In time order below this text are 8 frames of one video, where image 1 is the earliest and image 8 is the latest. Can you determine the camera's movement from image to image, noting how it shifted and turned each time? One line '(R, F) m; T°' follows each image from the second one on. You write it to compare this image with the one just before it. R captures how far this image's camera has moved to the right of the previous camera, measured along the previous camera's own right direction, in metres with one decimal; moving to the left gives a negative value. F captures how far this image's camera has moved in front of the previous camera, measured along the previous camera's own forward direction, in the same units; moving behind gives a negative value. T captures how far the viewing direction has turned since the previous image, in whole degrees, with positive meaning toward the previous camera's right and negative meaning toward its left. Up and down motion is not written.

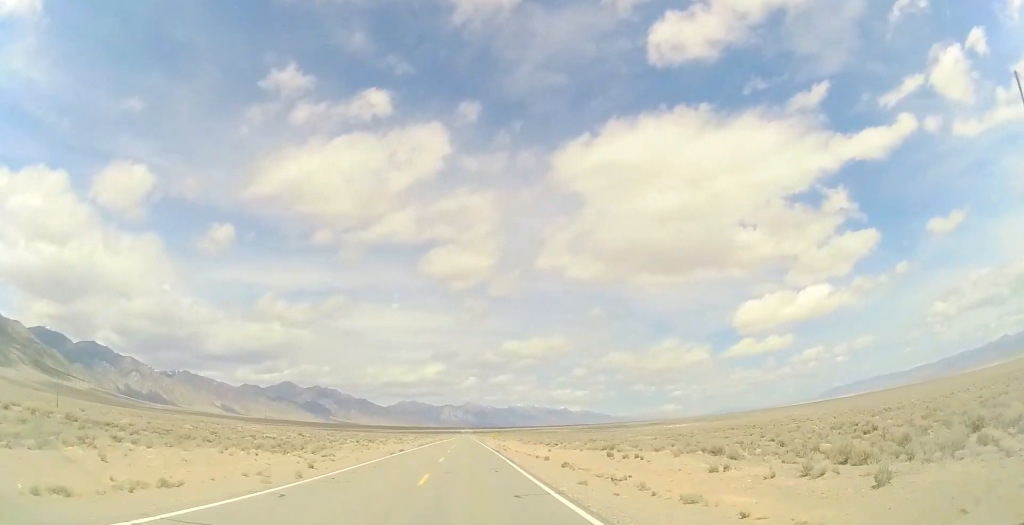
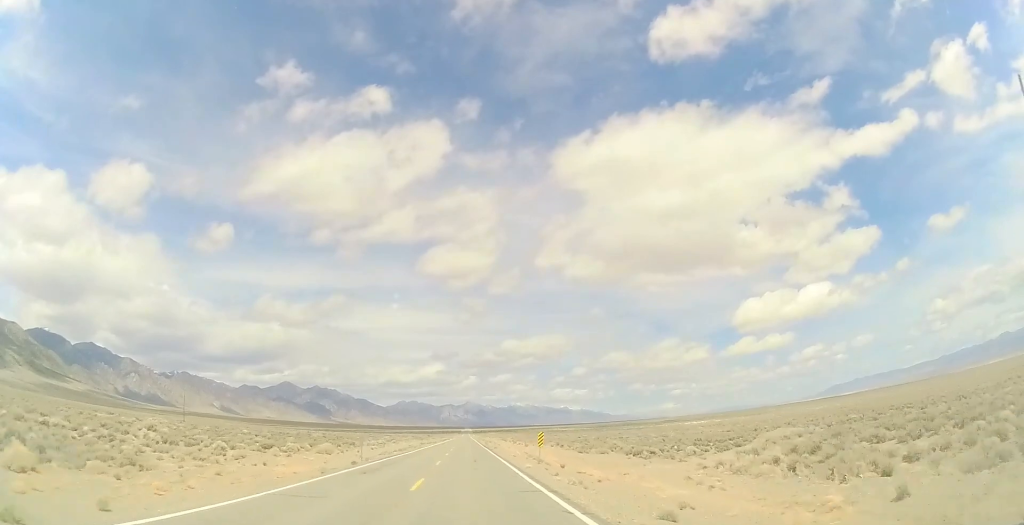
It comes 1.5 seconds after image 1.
(+0.1, +50.0) m; +1°
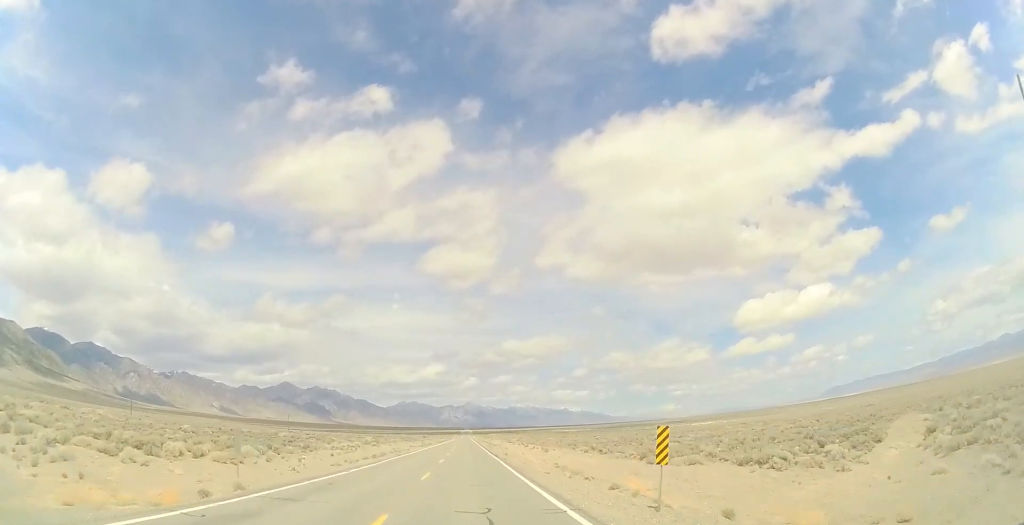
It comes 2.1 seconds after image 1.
(0.0, +20.5) m; 0°
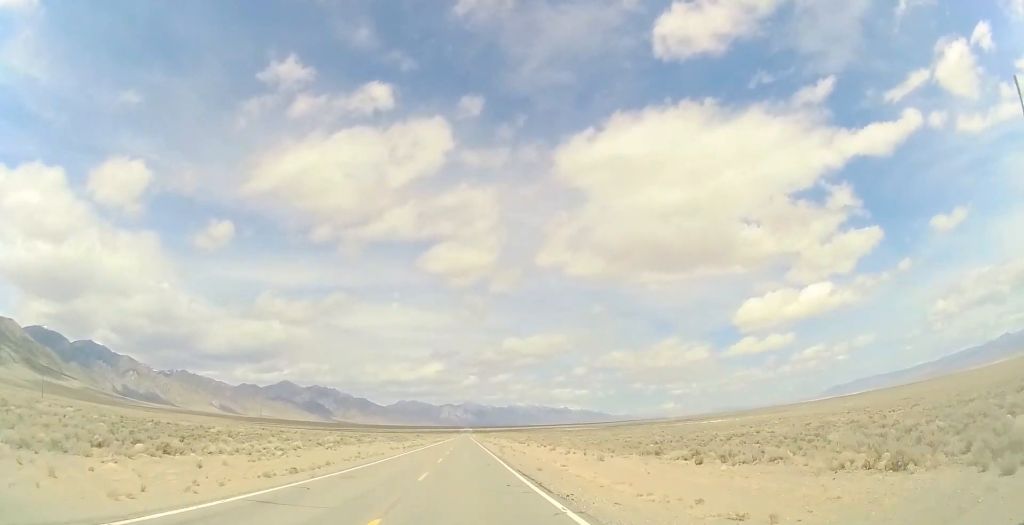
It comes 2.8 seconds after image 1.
(0.0, +25.1) m; 0°
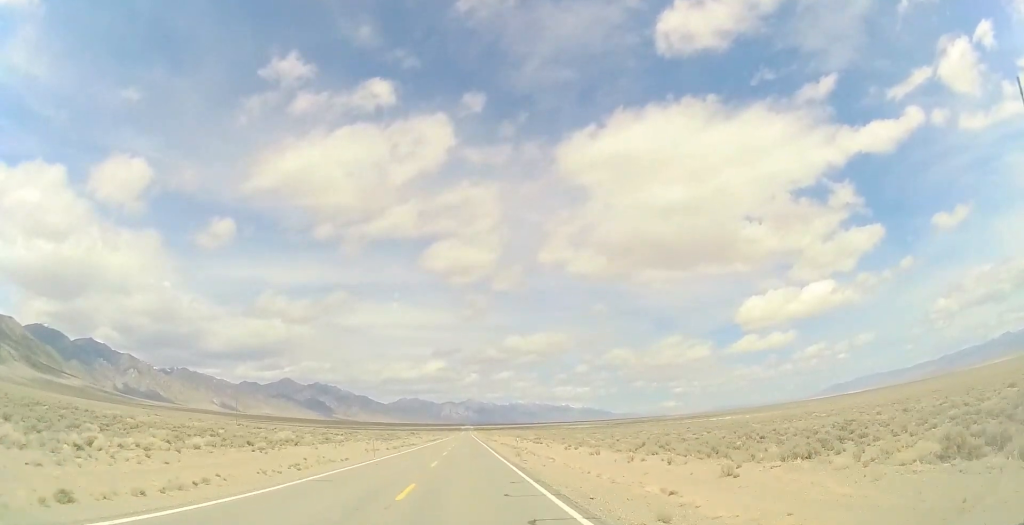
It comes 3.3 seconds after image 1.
(+0.1, +18.3) m; 0°
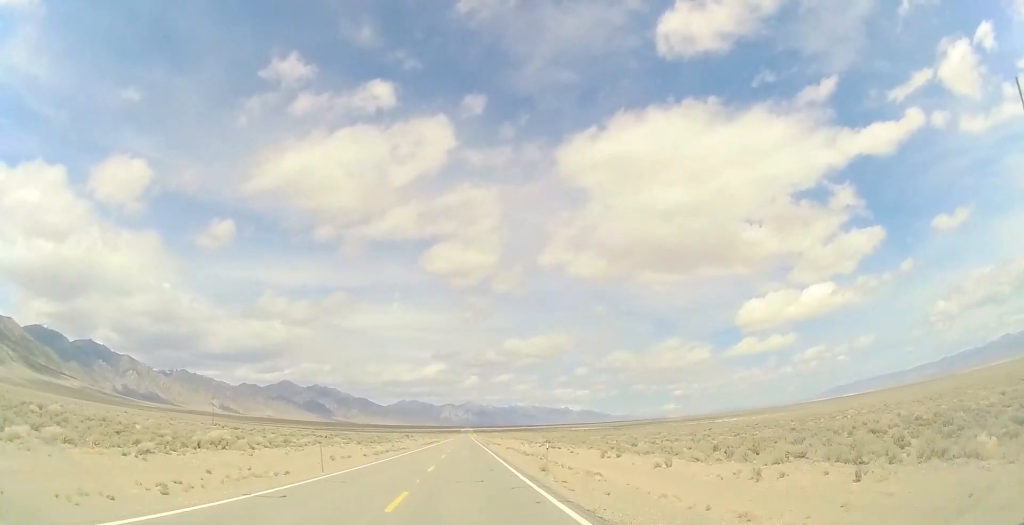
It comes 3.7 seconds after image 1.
(0.0, +13.8) m; 0°
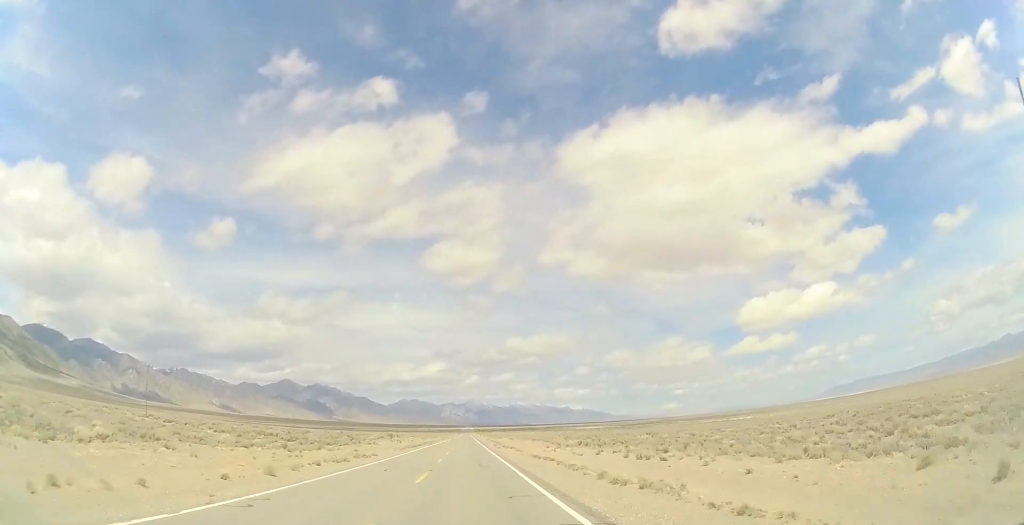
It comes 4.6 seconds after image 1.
(-0.3, +29.9) m; 0°
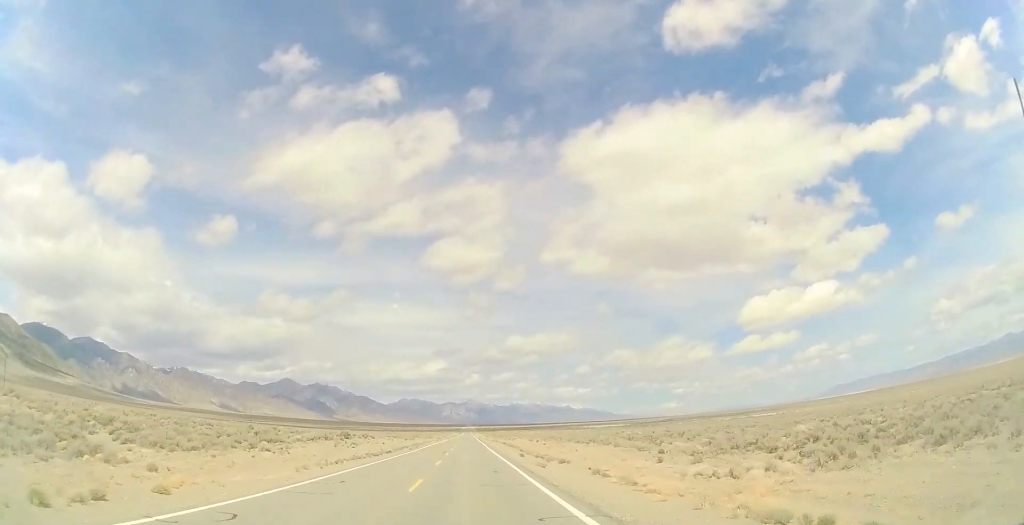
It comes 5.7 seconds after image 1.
(+0.4, +39.1) m; 0°
